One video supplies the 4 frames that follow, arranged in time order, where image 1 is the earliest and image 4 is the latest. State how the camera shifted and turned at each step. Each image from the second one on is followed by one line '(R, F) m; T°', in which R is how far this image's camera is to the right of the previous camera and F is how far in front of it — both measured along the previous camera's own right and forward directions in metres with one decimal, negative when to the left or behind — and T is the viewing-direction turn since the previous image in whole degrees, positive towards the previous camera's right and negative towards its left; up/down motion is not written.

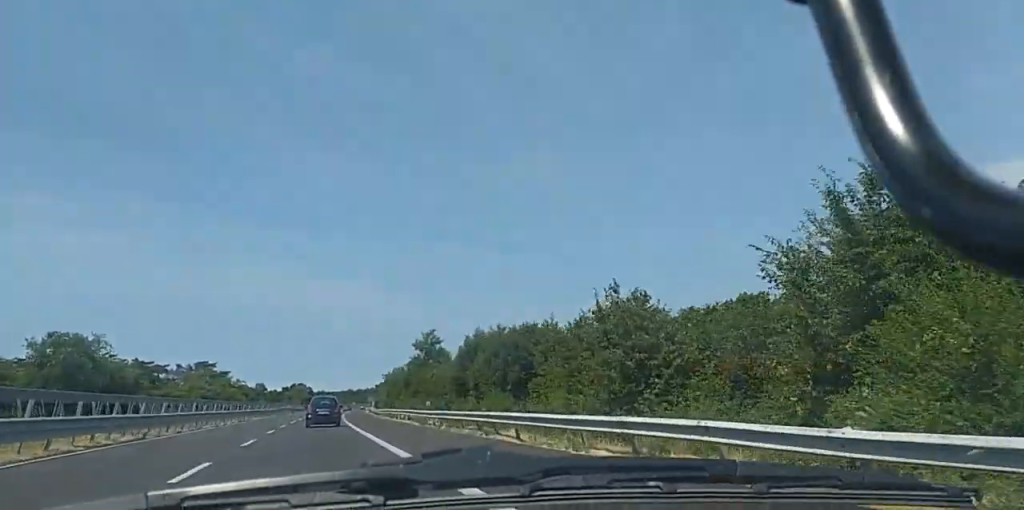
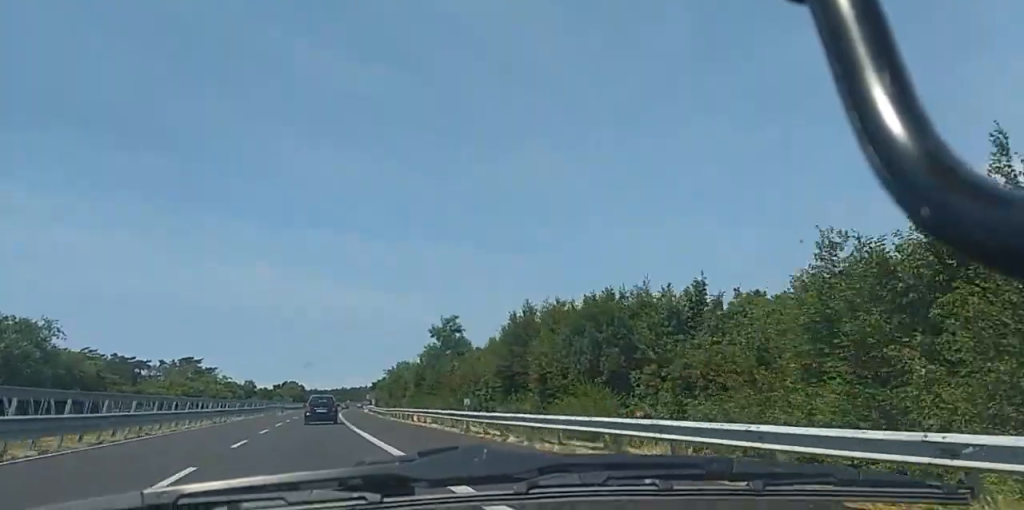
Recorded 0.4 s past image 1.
(-0.1, +12.8) m; +1°
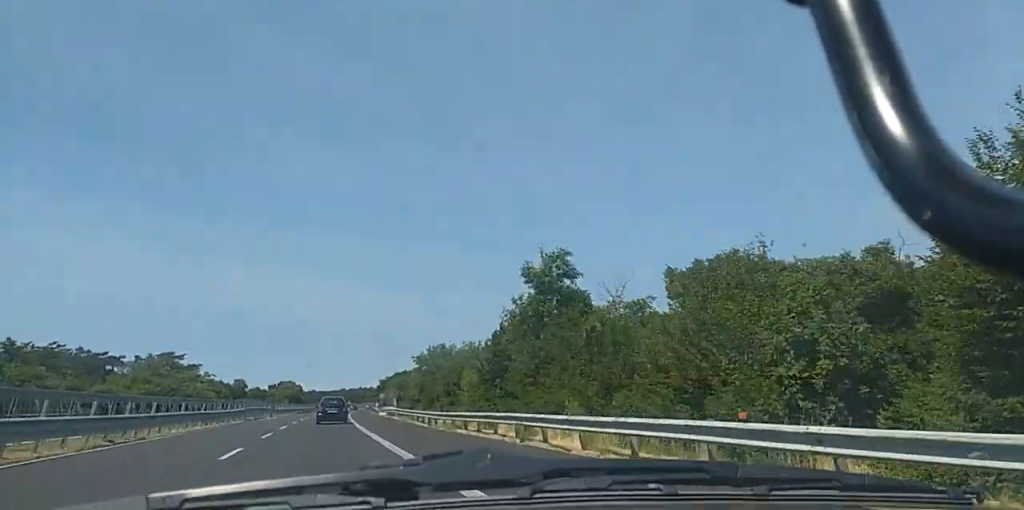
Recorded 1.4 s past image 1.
(+0.4, +28.6) m; +1°
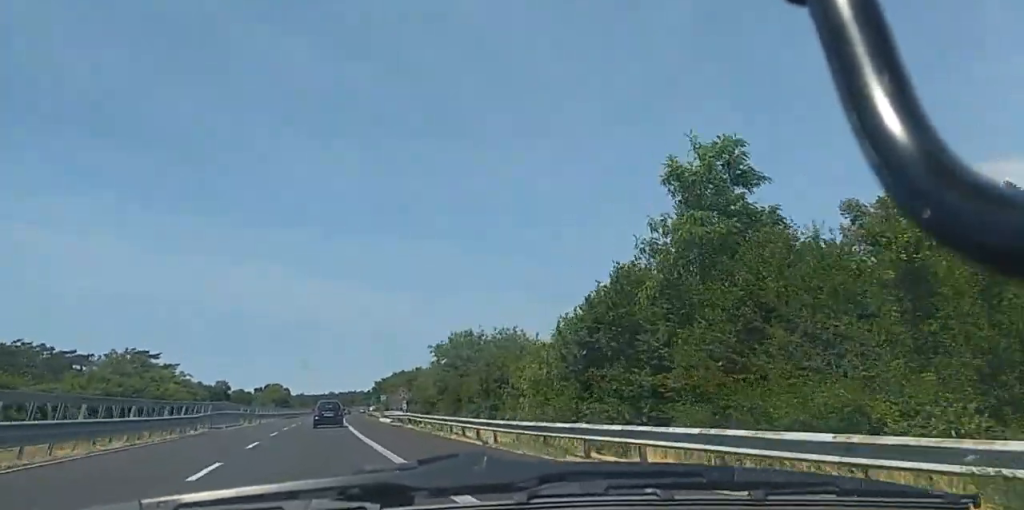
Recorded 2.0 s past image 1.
(+0.1, +15.9) m; 0°
